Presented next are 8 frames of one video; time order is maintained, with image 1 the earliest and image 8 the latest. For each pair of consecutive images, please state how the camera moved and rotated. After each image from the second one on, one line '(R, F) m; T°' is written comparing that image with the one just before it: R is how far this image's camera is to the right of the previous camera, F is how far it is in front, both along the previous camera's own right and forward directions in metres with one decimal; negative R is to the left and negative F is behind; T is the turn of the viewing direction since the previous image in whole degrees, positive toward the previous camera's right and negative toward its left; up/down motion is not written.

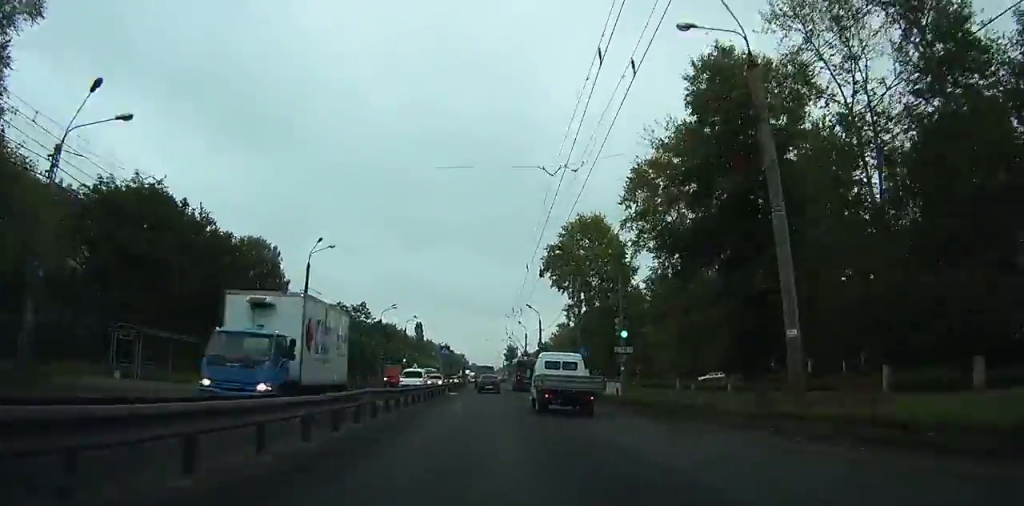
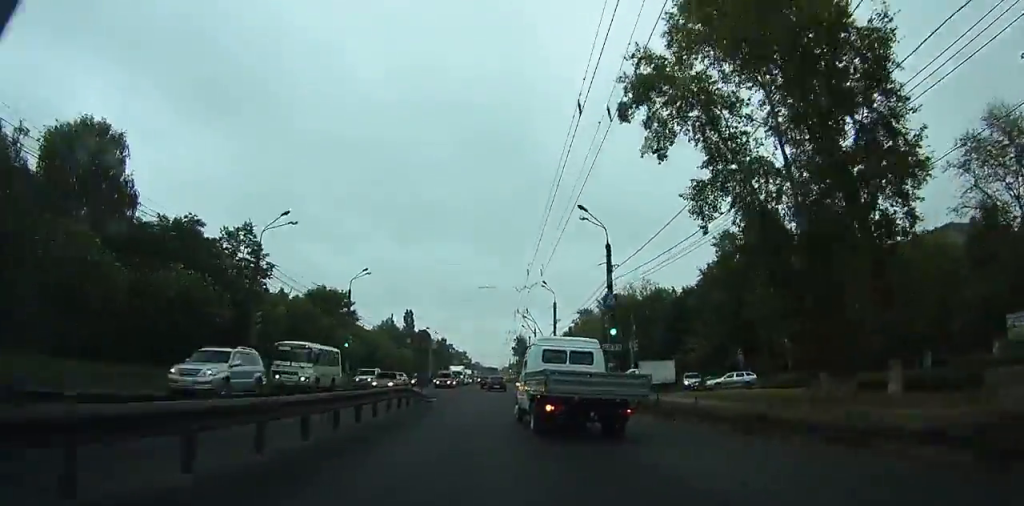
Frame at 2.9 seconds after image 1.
(-1.2, +42.7) m; -1°
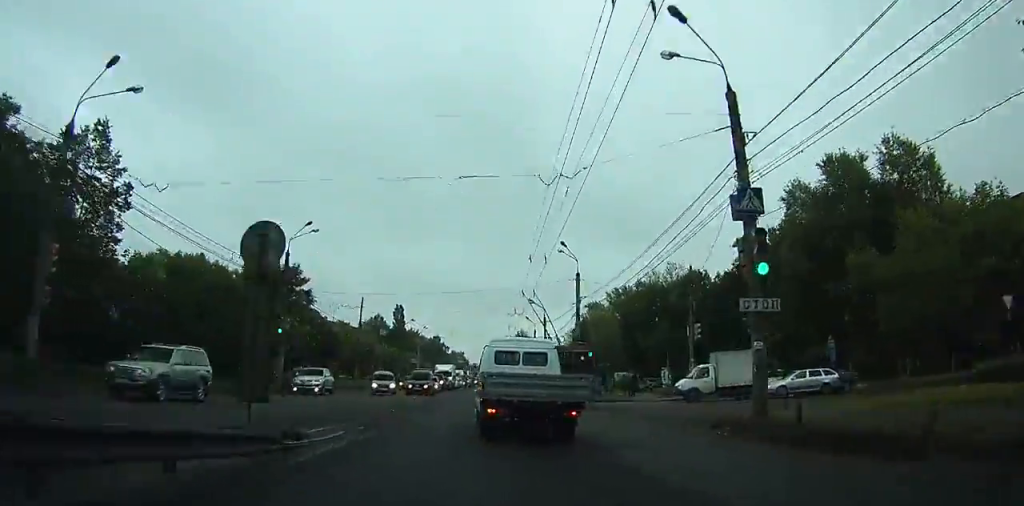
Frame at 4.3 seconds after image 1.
(+0.4, +20.2) m; +1°
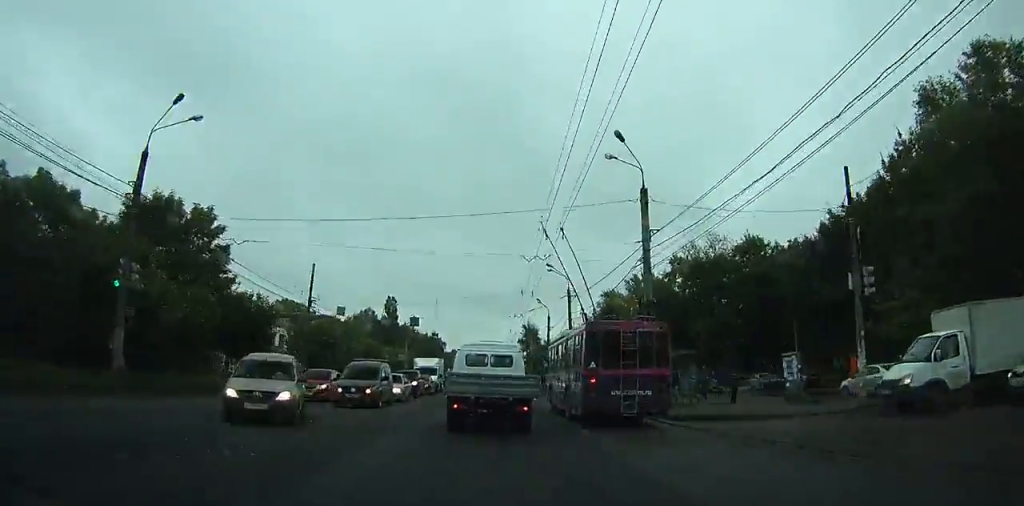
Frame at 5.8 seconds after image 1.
(+0.1, +21.2) m; 0°
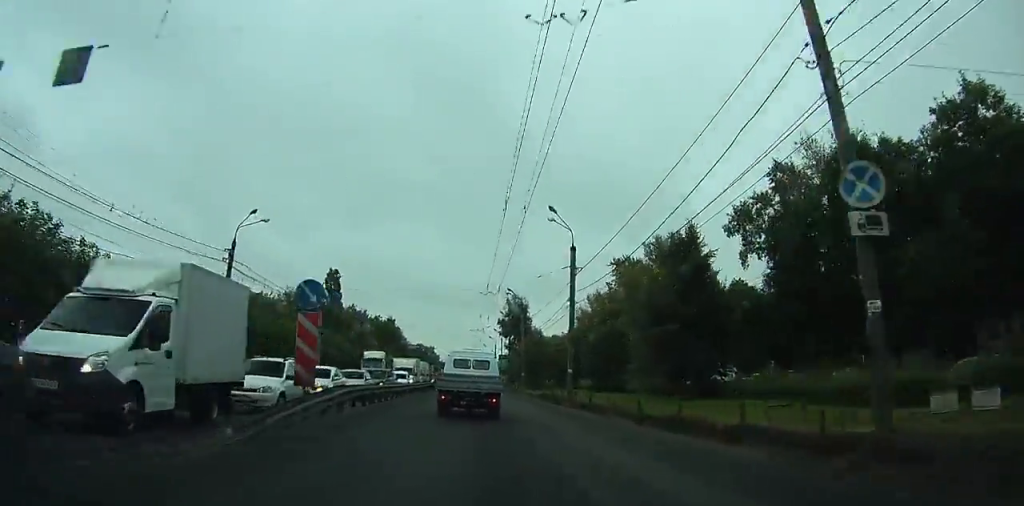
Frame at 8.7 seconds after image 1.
(-0.2, +38.4) m; 0°
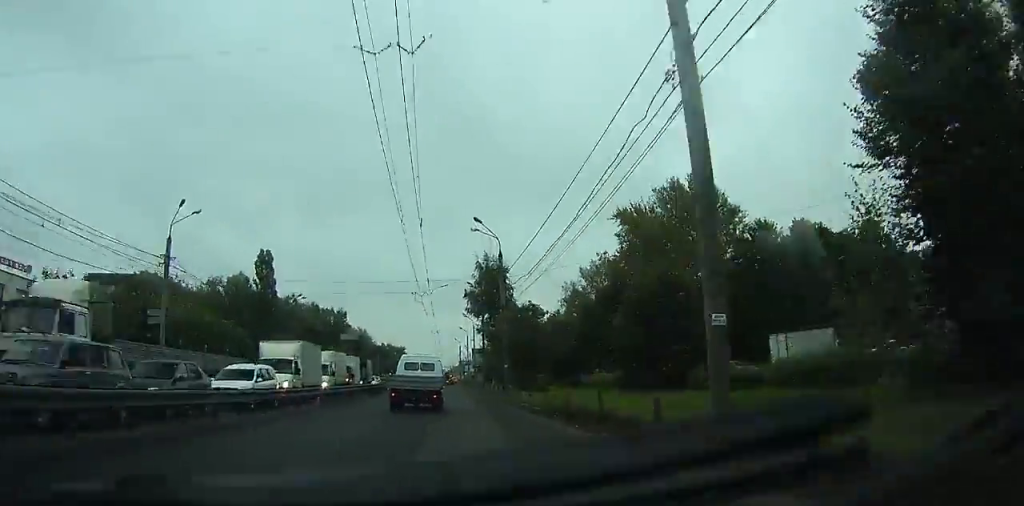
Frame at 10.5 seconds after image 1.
(+0.2, +24.7) m; +2°
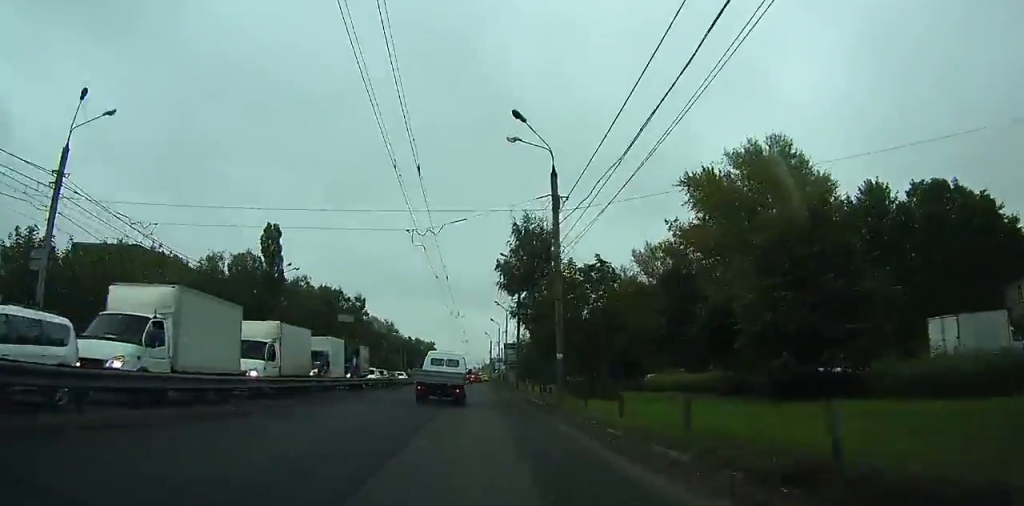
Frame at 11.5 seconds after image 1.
(+0.3, +13.2) m; 0°
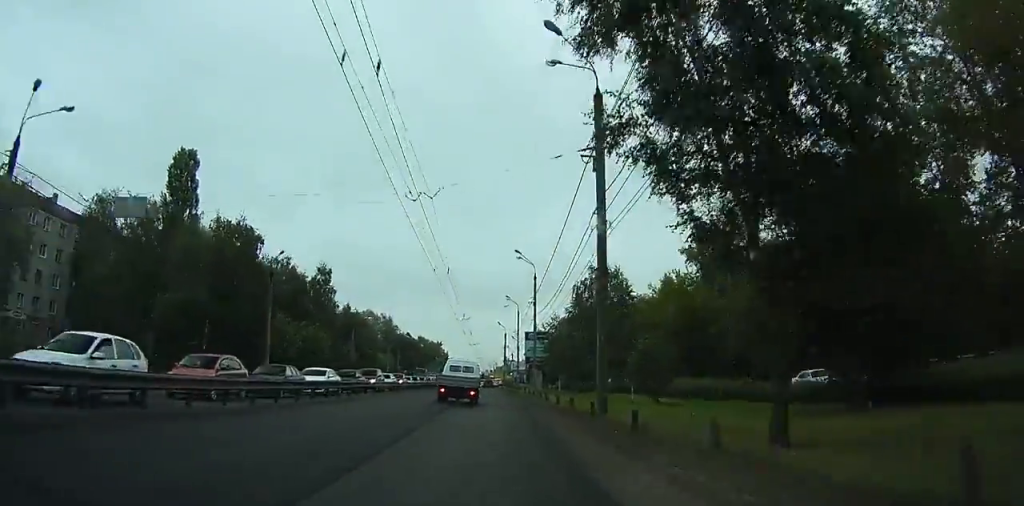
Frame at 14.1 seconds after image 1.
(-0.2, +33.9) m; -2°
